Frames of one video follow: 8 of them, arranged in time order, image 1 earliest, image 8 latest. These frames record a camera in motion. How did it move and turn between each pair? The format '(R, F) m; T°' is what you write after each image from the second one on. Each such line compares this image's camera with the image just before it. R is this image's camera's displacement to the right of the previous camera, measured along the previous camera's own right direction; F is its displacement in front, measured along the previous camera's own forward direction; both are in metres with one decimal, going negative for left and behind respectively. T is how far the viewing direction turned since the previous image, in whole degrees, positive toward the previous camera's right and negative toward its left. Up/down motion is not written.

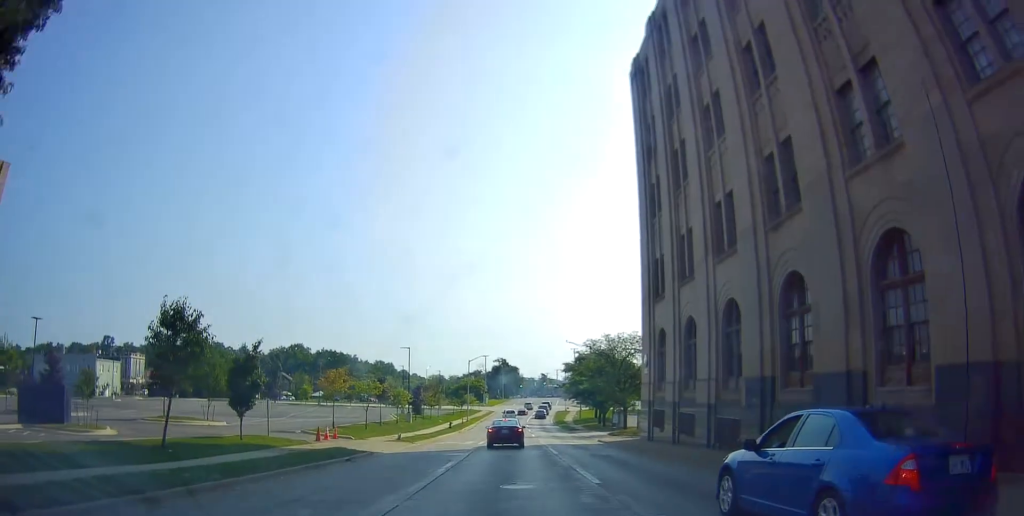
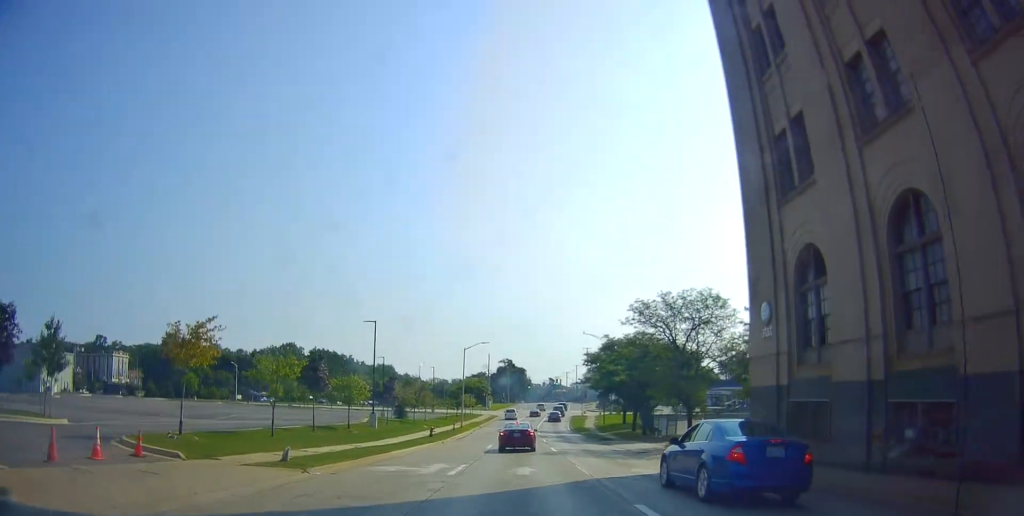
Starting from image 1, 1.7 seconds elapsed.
(-0.1, +18.3) m; 0°
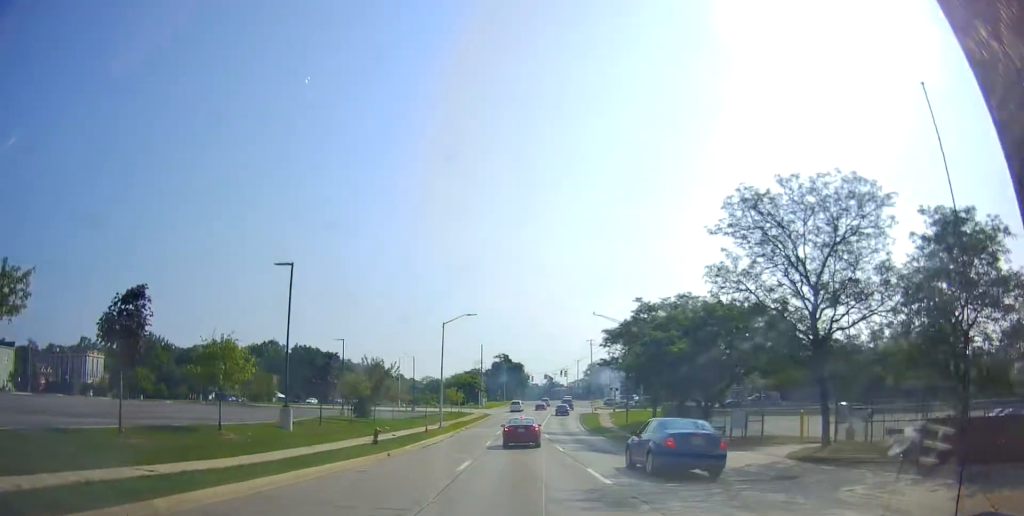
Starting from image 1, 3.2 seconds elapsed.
(0.0, +17.1) m; +1°
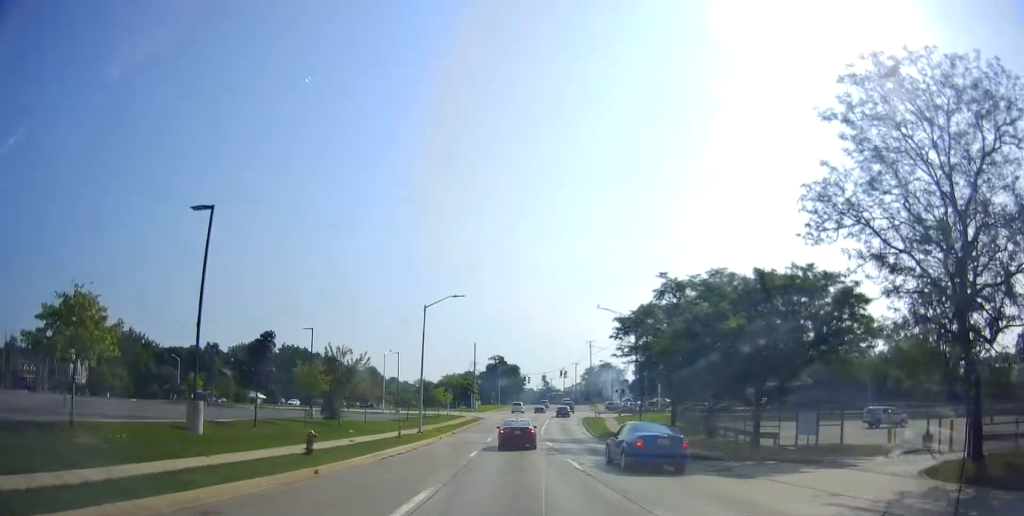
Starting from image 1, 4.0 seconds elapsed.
(+0.1, +8.5) m; -1°
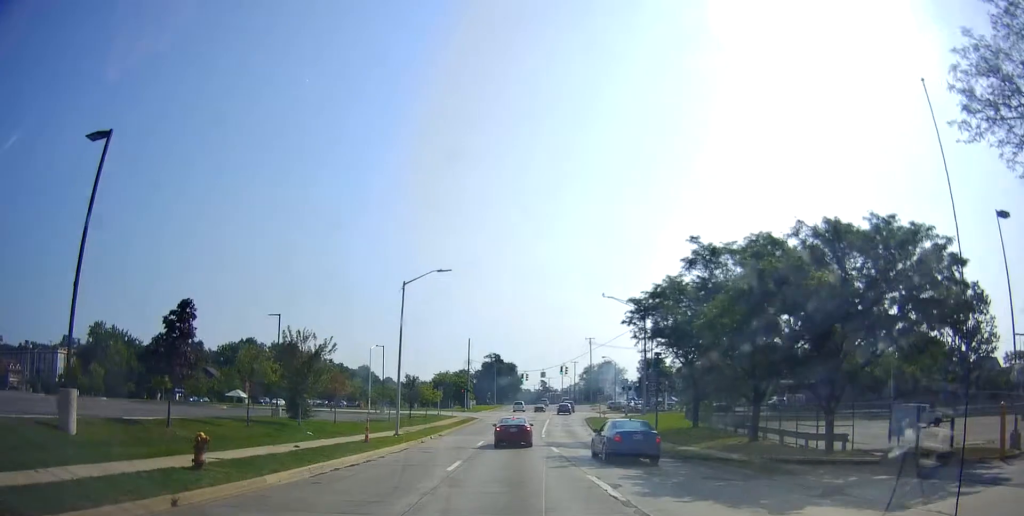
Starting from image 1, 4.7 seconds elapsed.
(-0.1, +7.1) m; -3°
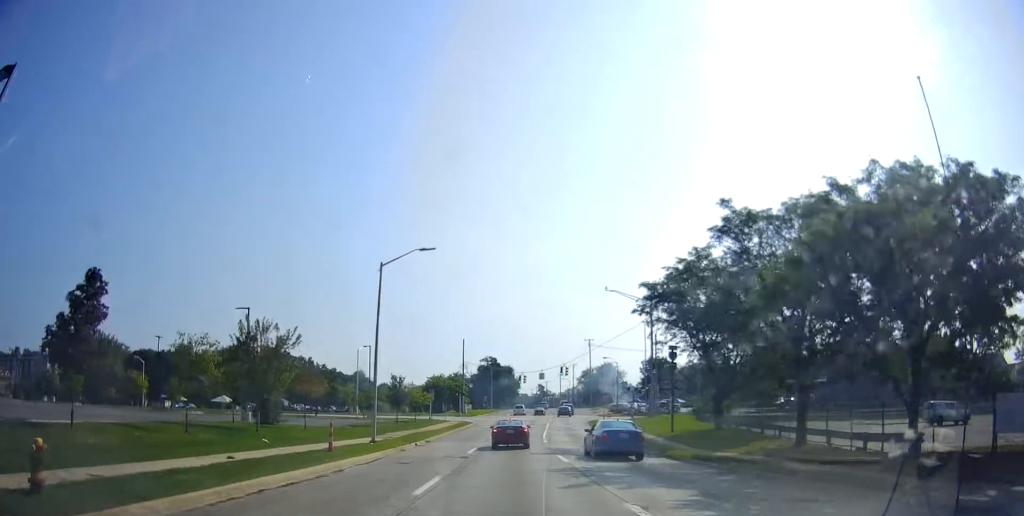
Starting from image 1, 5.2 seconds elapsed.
(+0.1, +5.2) m; -4°
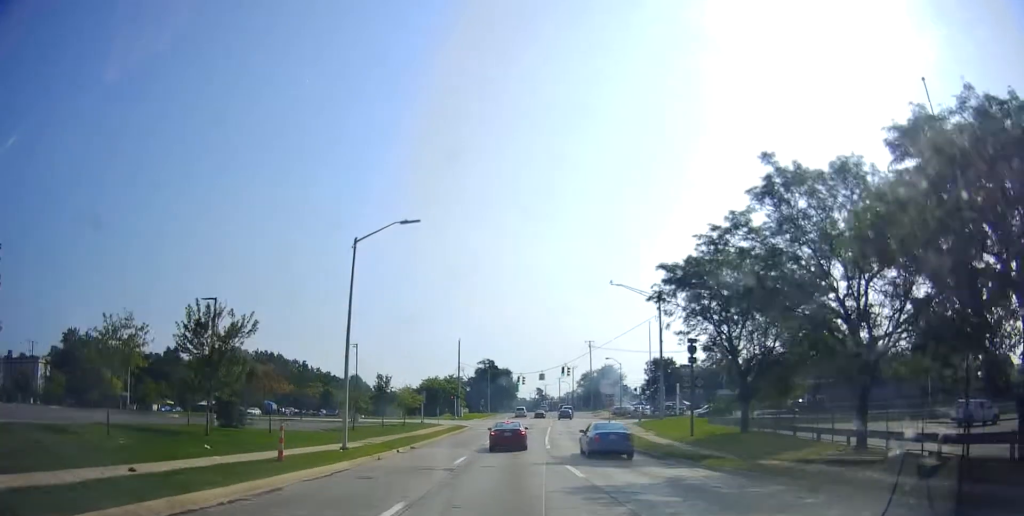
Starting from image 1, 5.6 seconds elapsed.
(-0.4, +4.7) m; 0°
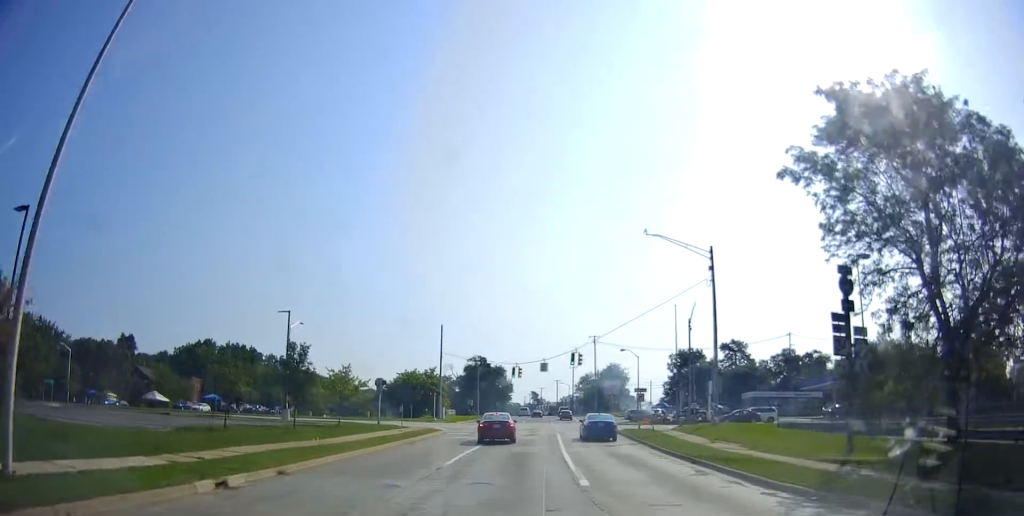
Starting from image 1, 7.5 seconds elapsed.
(+0.5, +17.7) m; +5°
